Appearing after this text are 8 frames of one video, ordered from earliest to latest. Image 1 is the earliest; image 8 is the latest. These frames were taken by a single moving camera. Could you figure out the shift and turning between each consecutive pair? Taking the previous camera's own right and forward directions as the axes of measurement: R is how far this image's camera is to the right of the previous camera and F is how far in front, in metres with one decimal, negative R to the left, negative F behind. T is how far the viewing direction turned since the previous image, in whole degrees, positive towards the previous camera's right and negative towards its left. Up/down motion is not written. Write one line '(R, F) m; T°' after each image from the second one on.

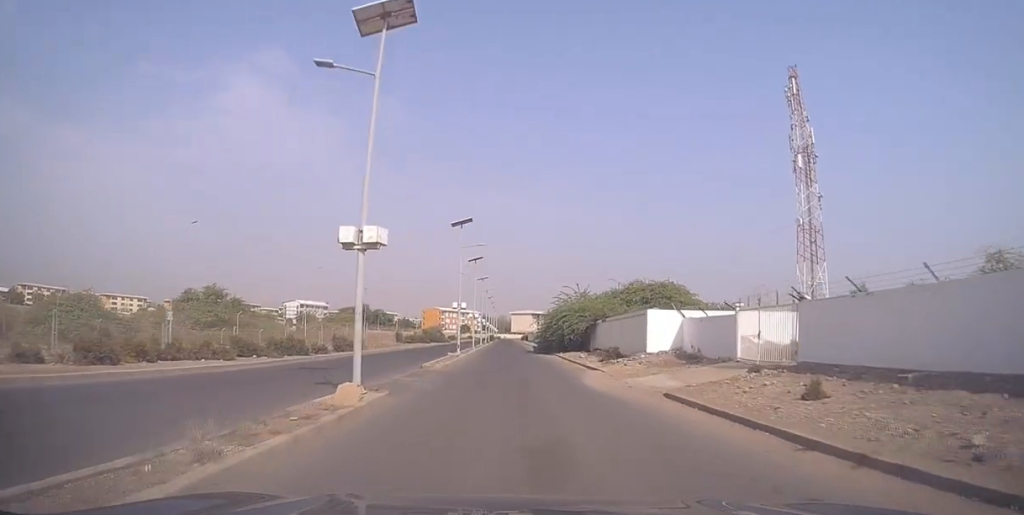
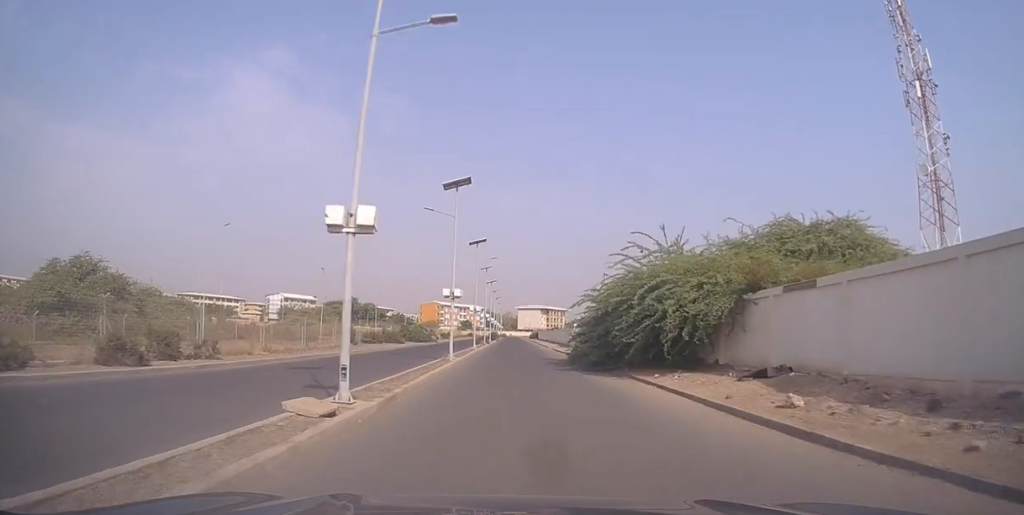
(+0.4, +30.5) m; +1°
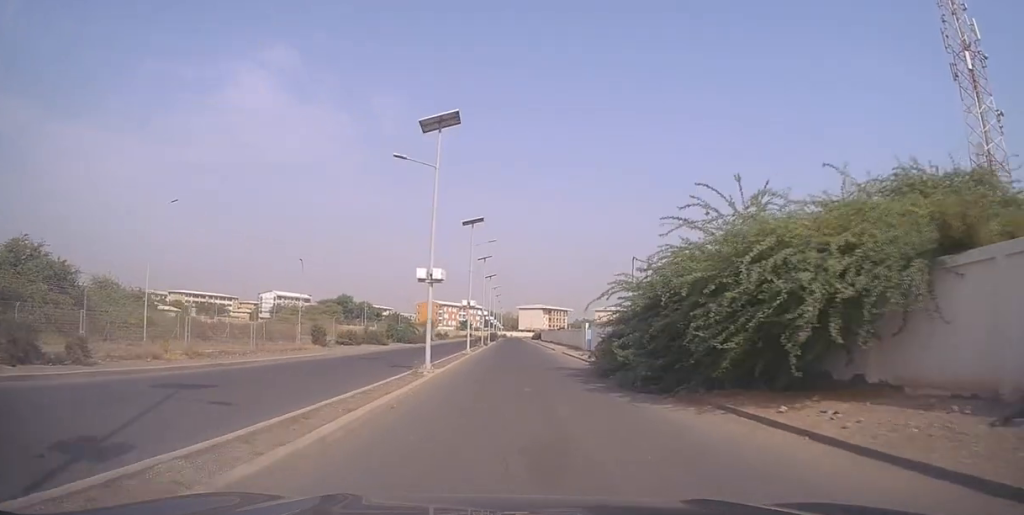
(0.0, +9.7) m; -1°
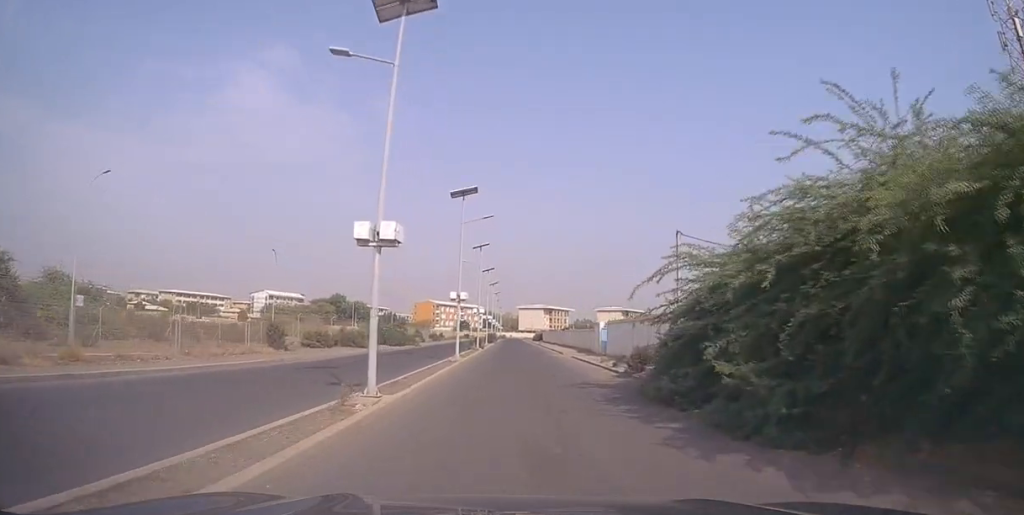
(-0.1, +9.1) m; -1°
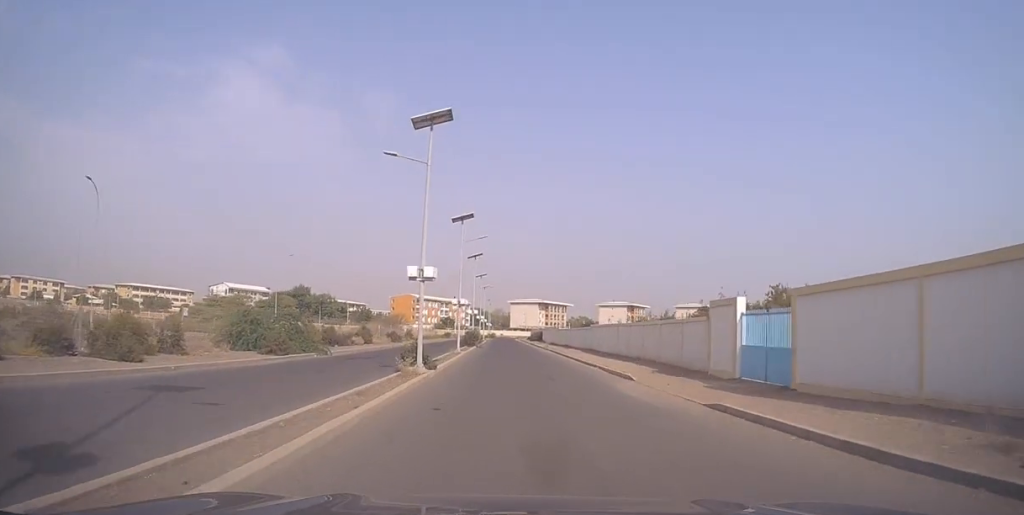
(-0.7, +32.3) m; +1°
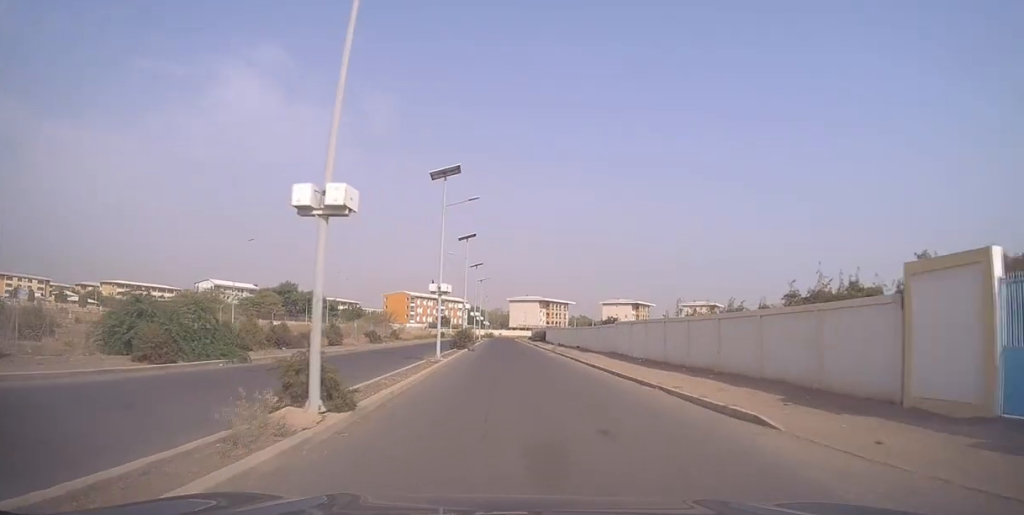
(+0.4, +11.7) m; +1°
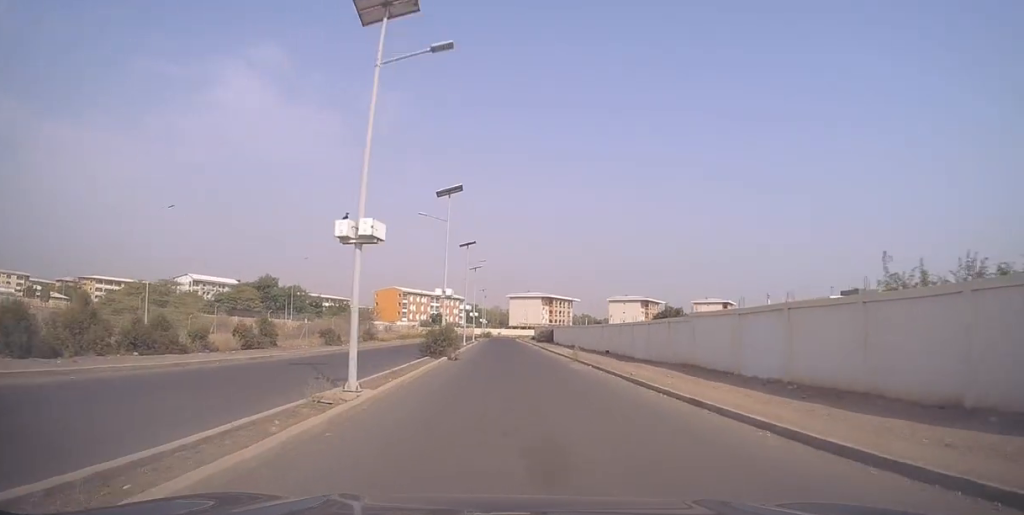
(+0.2, +16.3) m; -1°
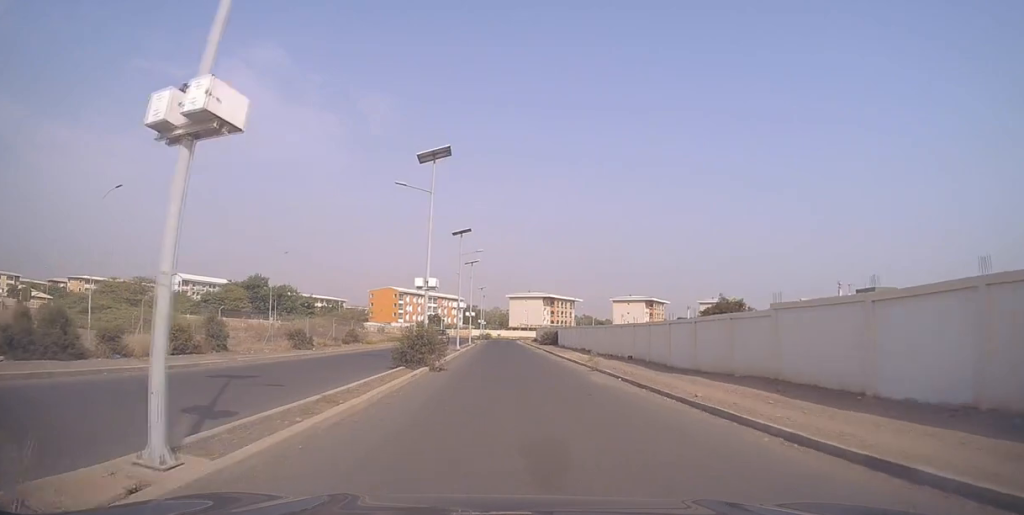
(+0.1, +7.5) m; -1°
